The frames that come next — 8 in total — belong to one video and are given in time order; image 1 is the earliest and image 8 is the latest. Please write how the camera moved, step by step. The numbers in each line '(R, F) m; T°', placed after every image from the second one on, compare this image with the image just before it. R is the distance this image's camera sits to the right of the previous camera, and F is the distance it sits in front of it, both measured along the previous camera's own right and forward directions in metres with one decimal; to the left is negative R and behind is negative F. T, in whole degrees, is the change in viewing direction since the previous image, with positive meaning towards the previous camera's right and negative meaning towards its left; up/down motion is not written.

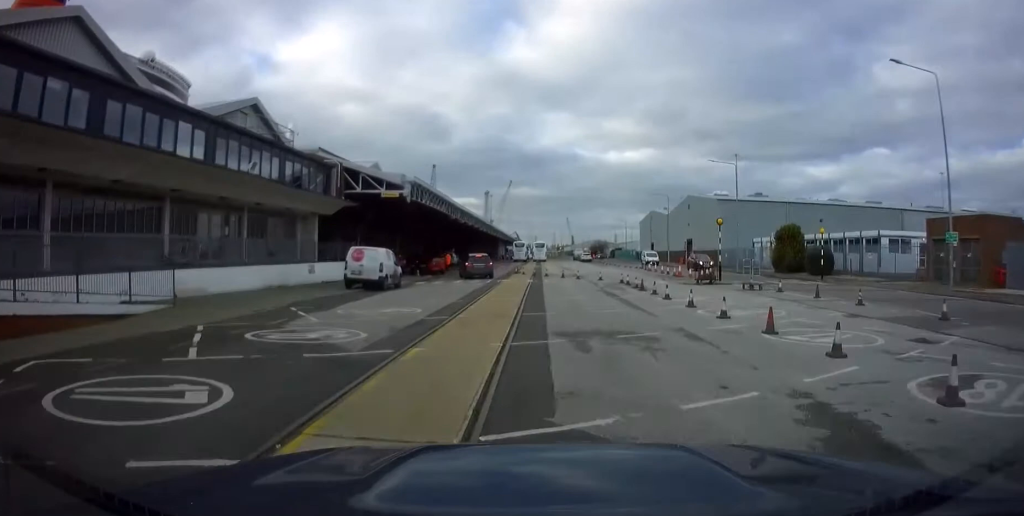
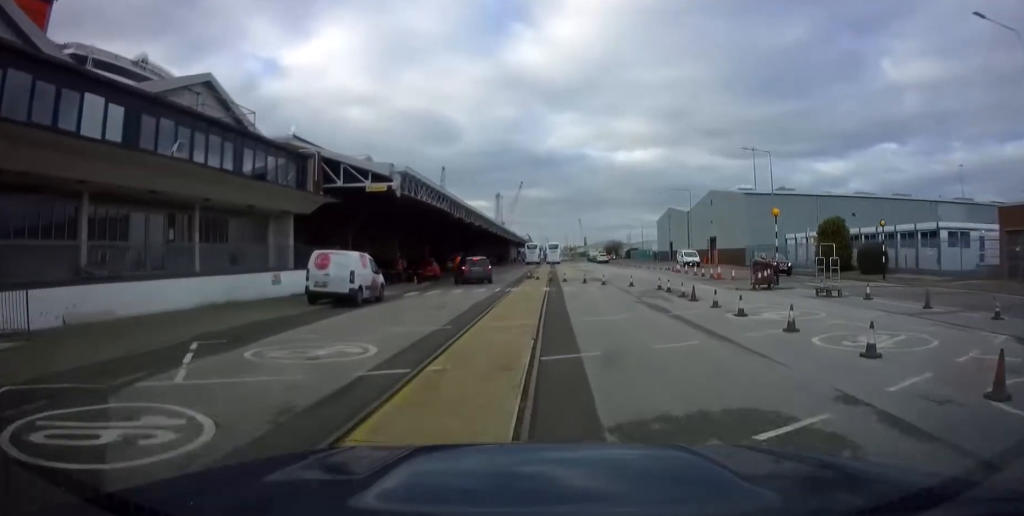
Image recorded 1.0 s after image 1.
(0.0, +6.3) m; +1°
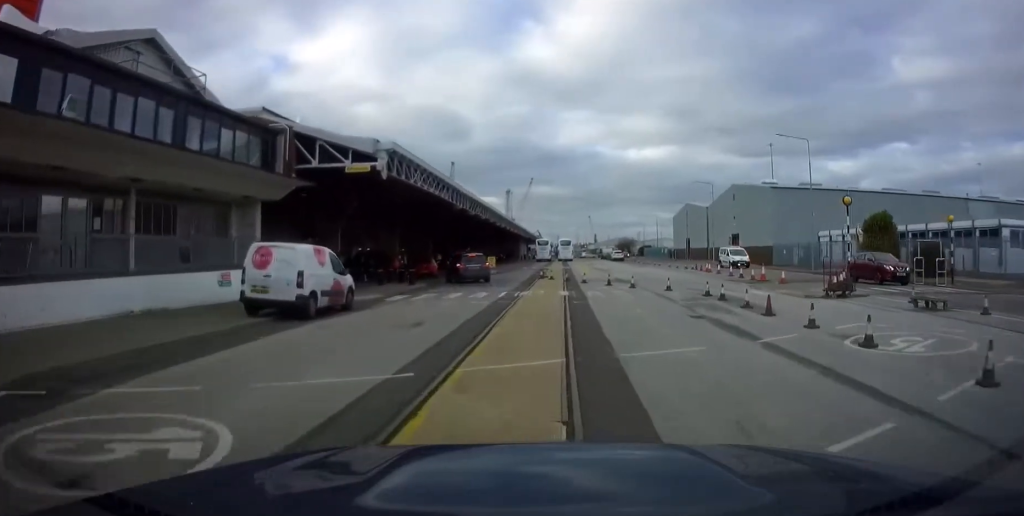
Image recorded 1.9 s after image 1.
(0.0, +5.6) m; -1°
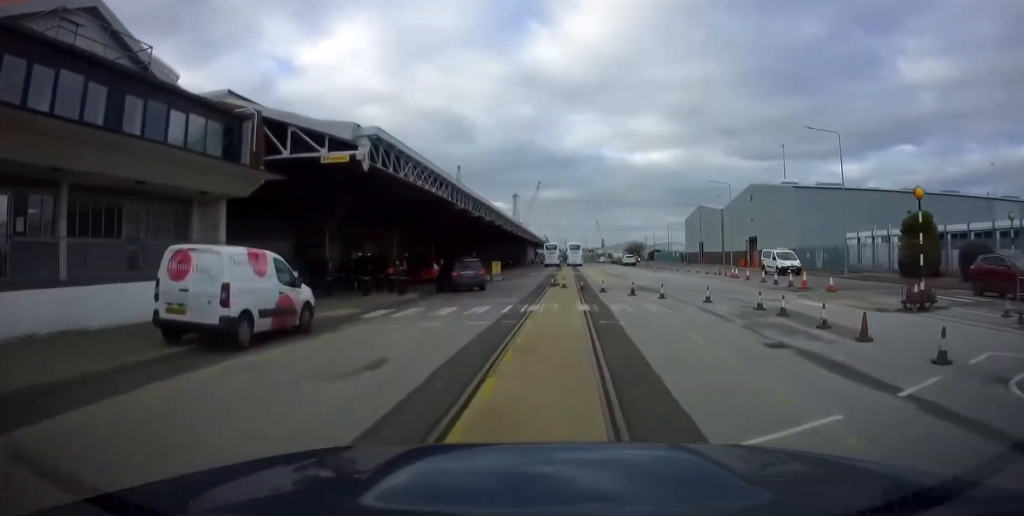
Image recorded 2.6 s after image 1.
(0.0, +4.1) m; -3°
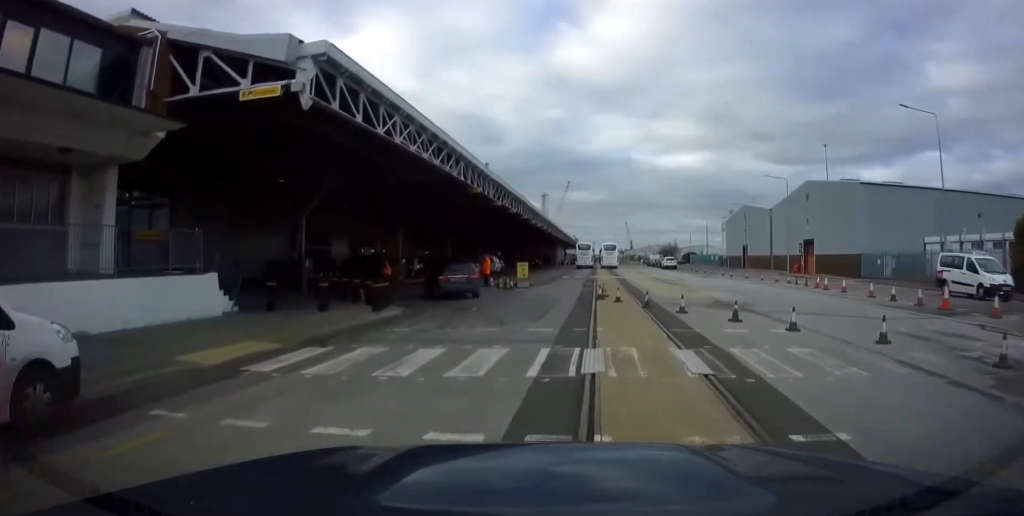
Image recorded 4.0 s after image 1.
(-0.6, +8.8) m; -5°
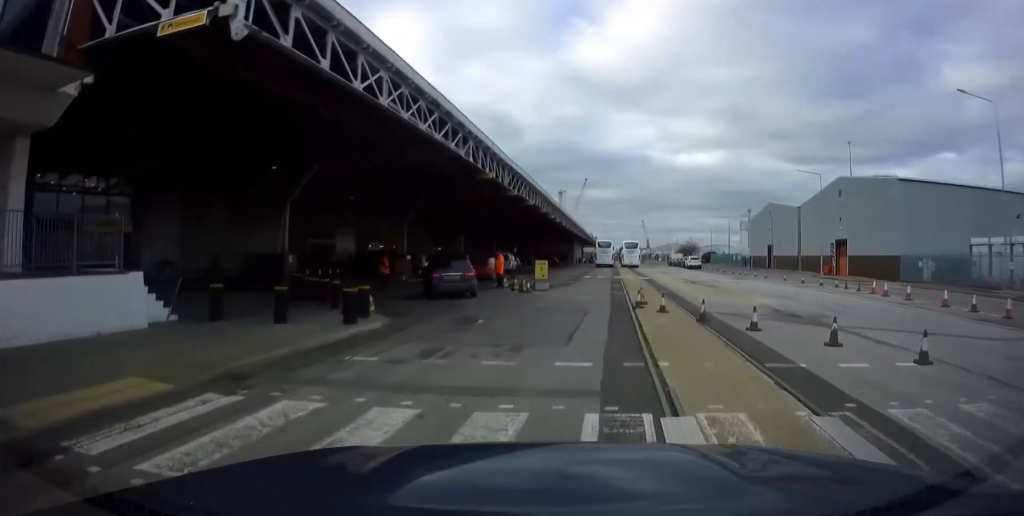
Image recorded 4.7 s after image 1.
(0.0, +4.2) m; 0°
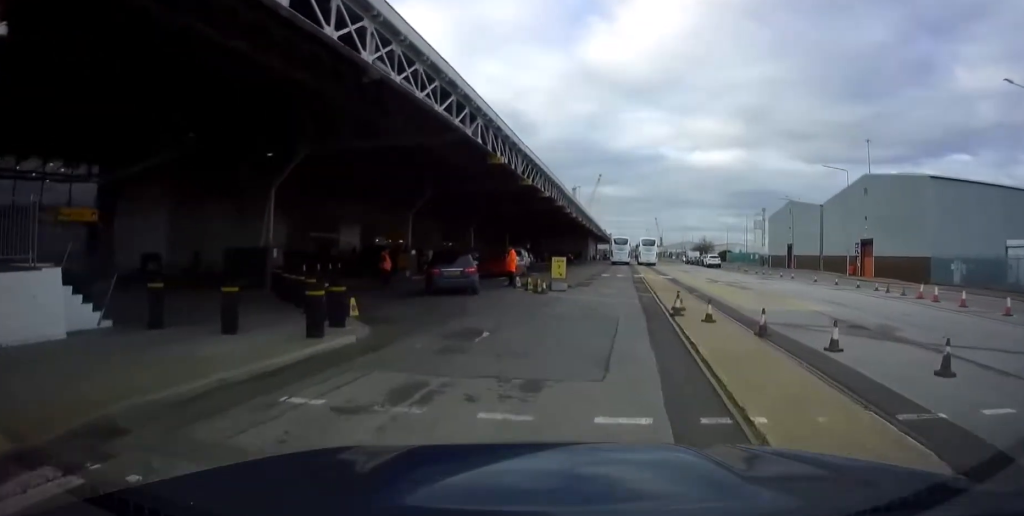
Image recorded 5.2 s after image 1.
(0.0, +3.2) m; 0°
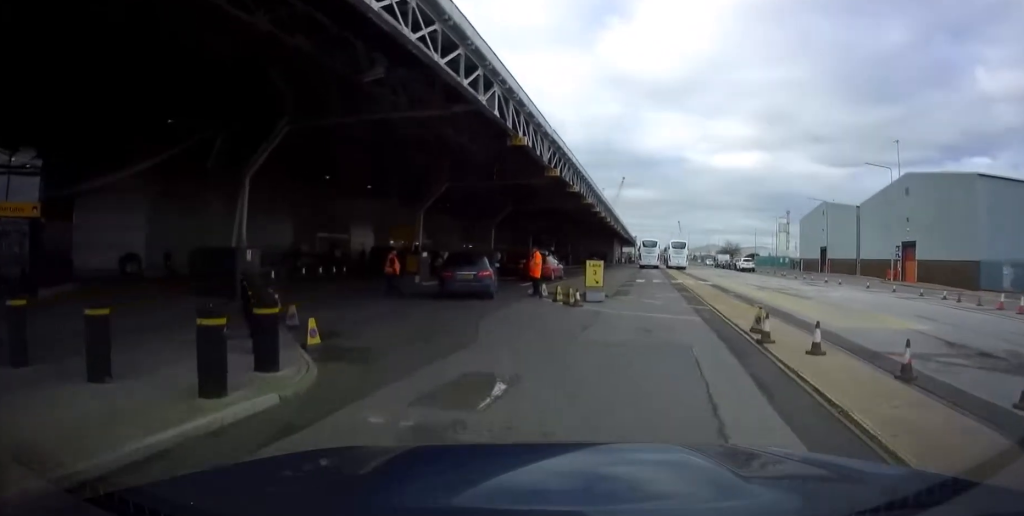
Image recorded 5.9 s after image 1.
(0.0, +3.9) m; -1°
